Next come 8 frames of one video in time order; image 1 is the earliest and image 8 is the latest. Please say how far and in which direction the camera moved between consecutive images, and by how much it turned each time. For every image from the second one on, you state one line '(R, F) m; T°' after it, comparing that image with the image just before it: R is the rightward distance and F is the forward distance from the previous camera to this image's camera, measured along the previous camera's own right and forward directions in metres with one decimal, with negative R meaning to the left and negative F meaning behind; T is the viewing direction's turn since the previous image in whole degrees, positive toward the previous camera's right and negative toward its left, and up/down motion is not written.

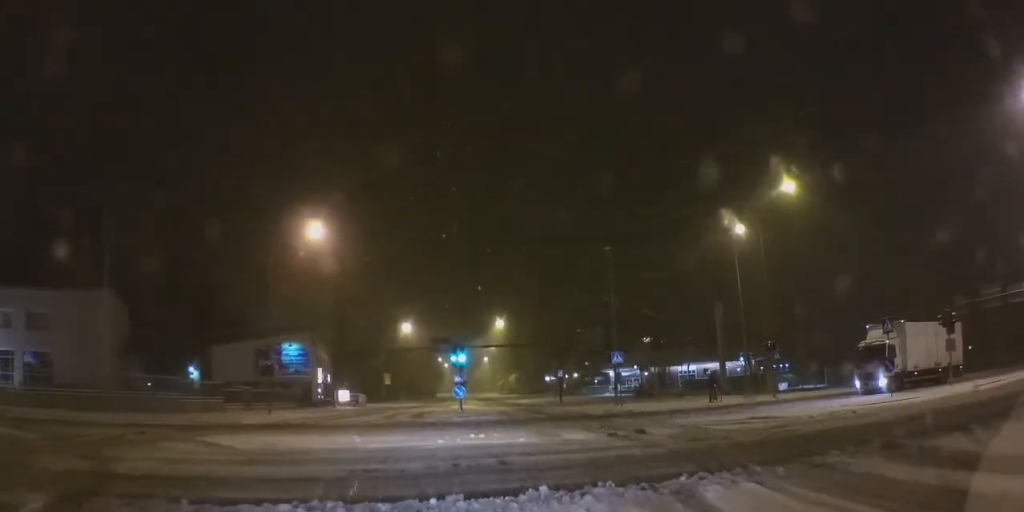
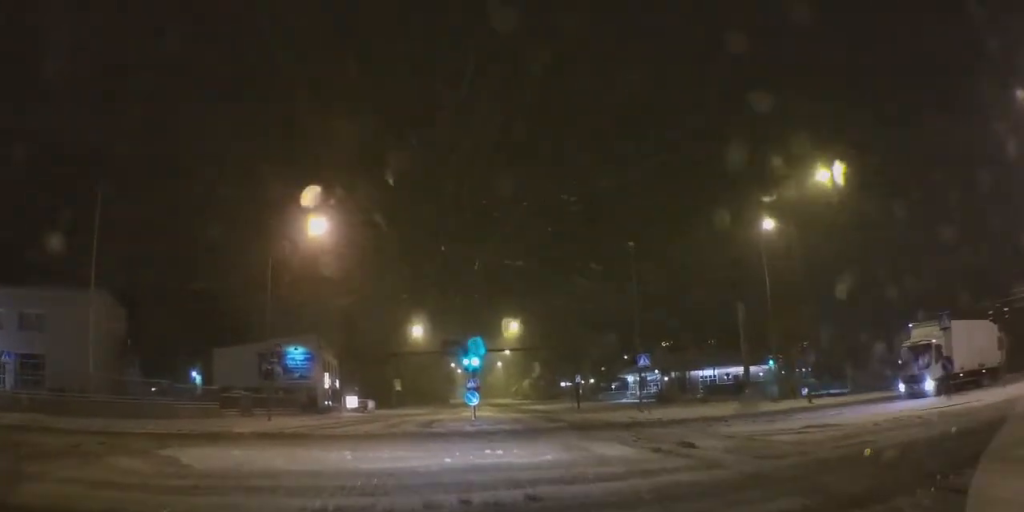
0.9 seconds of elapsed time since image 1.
(+0.3, +2.7) m; +2°
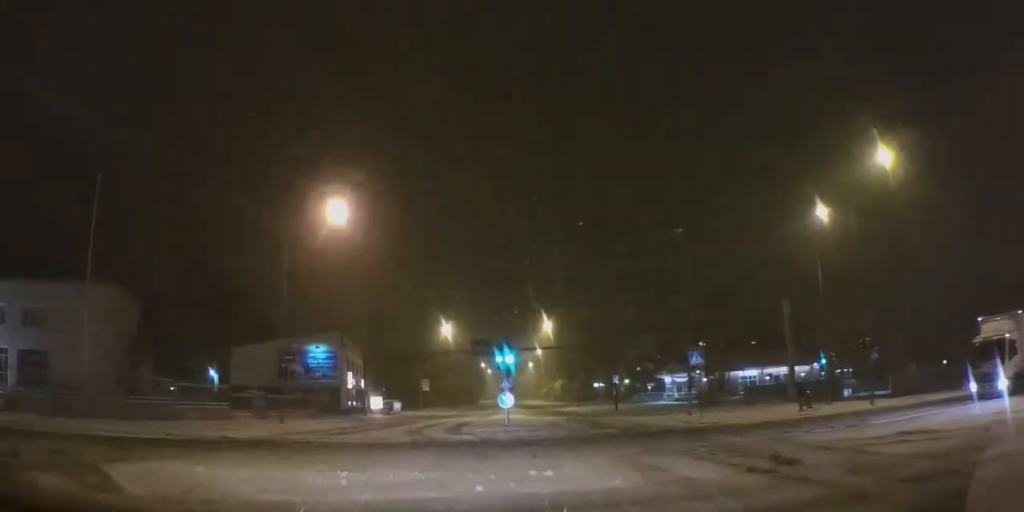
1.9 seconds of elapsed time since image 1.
(-0.2, +3.1) m; -14°
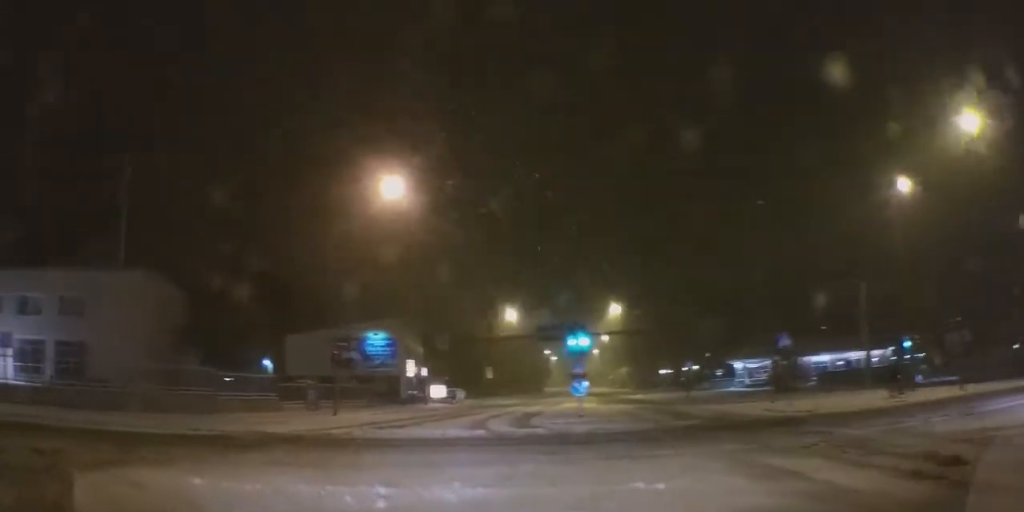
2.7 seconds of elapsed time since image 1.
(-0.4, +2.6) m; -13°
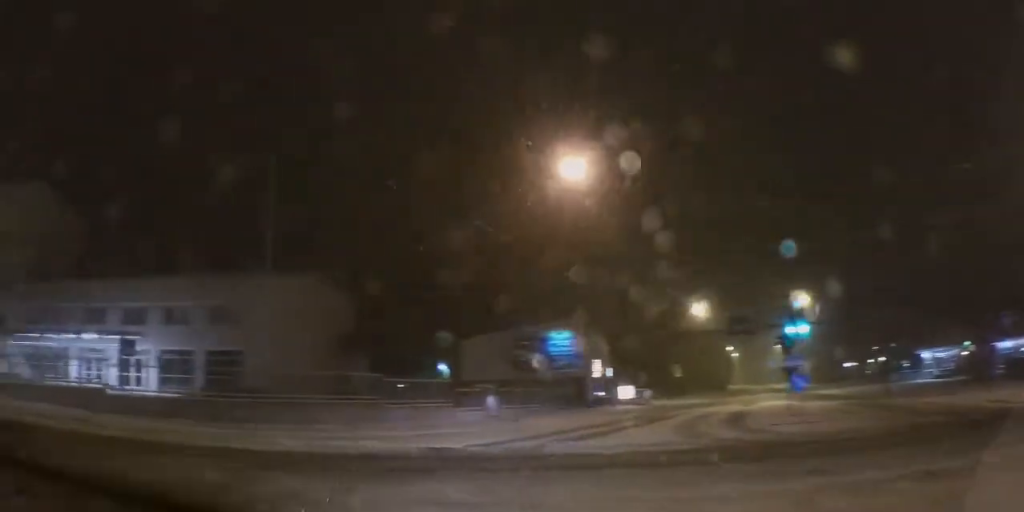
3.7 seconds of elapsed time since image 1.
(-0.3, +3.5) m; -13°
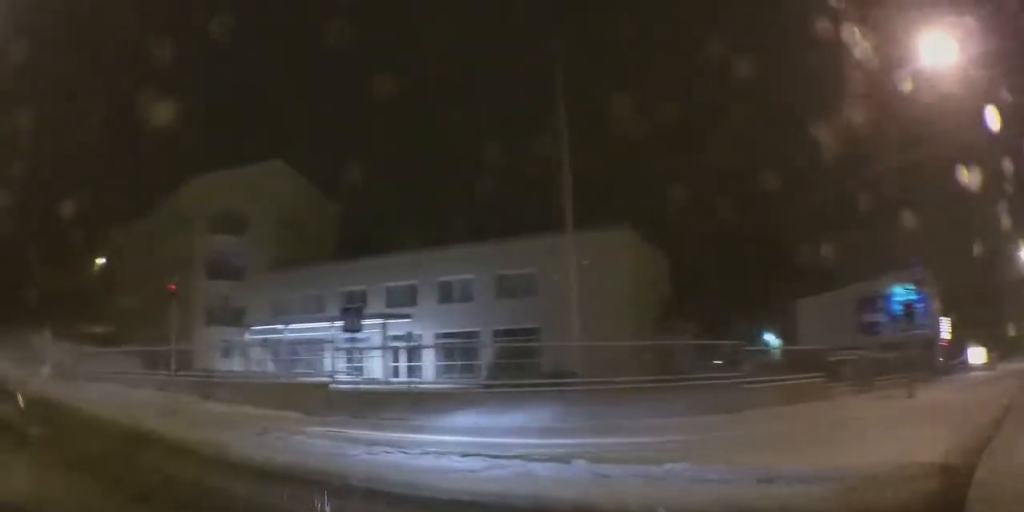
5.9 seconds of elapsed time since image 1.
(-2.4, +7.6) m; -33°
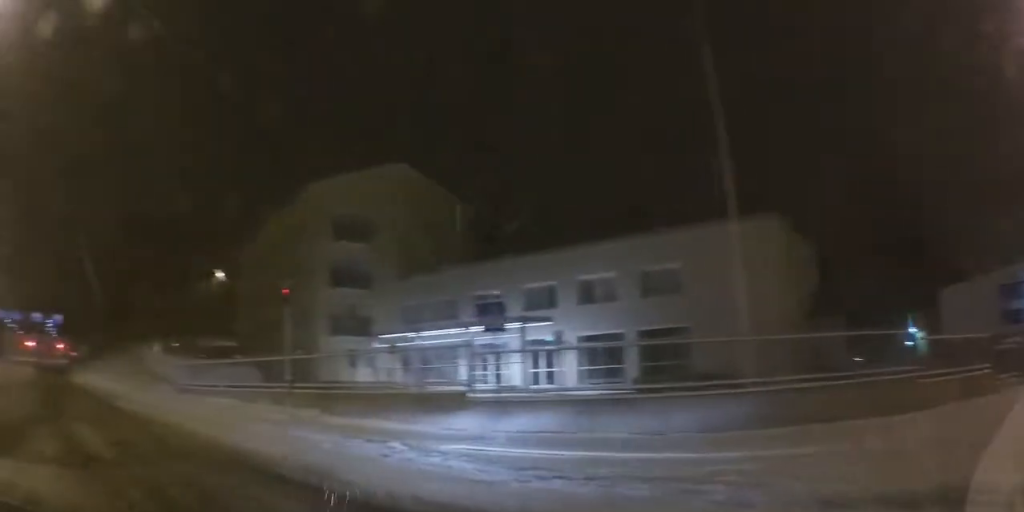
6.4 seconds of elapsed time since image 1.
(+0.1, +2.3) m; -7°
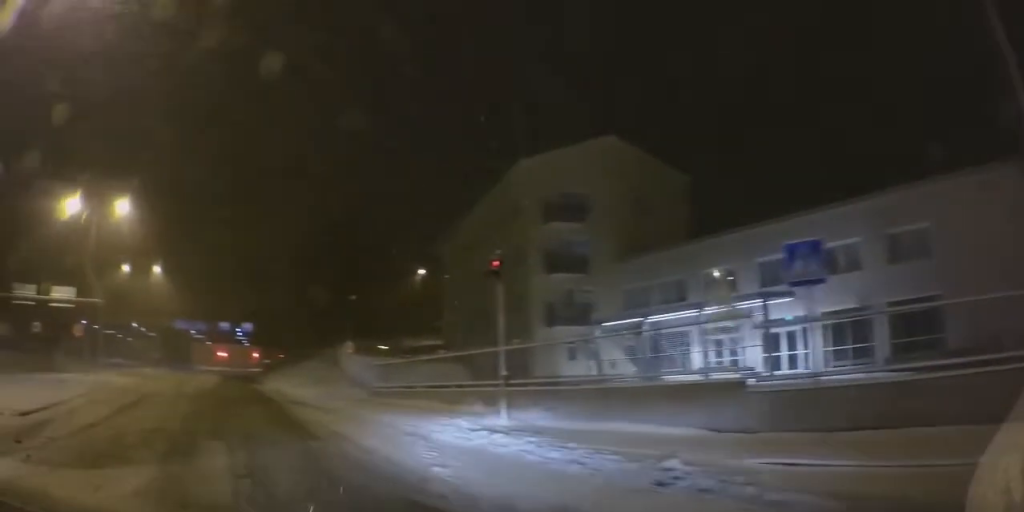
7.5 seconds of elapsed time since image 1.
(-0.8, +4.5) m; -13°
